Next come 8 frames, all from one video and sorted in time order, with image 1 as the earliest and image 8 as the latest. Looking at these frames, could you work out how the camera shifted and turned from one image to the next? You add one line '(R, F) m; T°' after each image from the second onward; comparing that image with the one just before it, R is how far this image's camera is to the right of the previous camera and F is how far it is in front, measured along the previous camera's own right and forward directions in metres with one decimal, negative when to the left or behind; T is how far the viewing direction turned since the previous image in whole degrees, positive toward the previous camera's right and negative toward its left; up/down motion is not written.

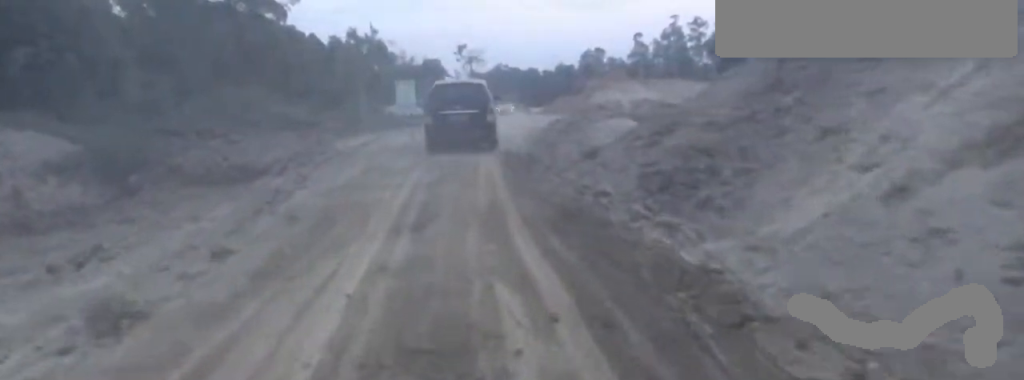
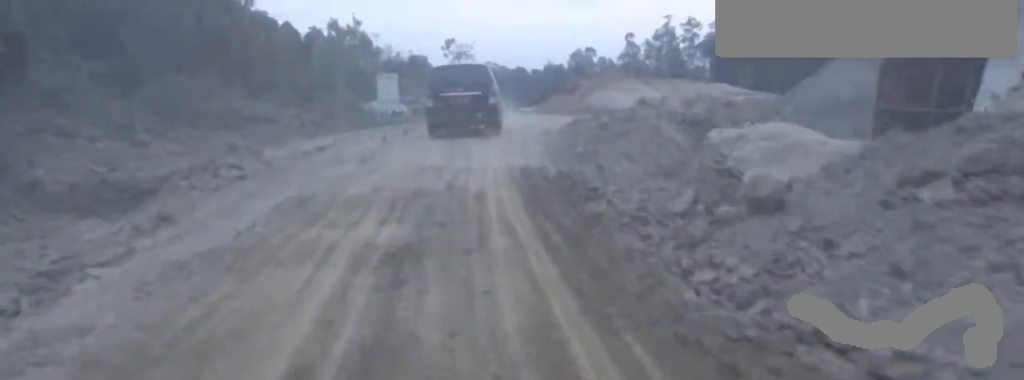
(0.0, +5.6) m; 0°
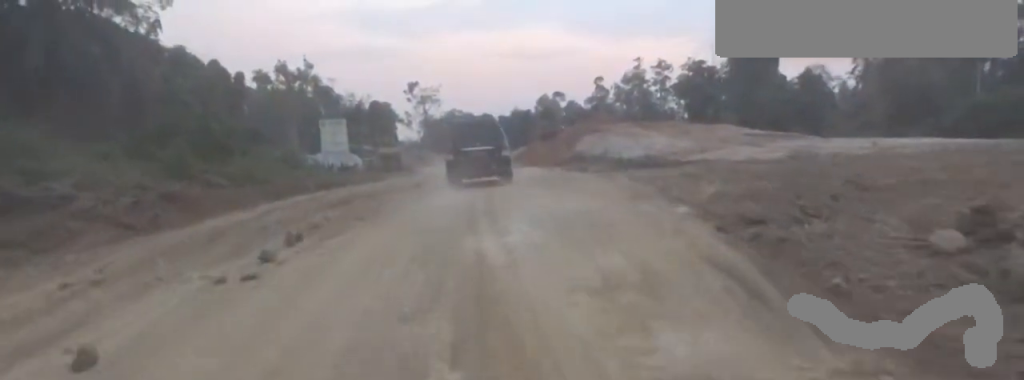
(0.0, +11.6) m; +2°
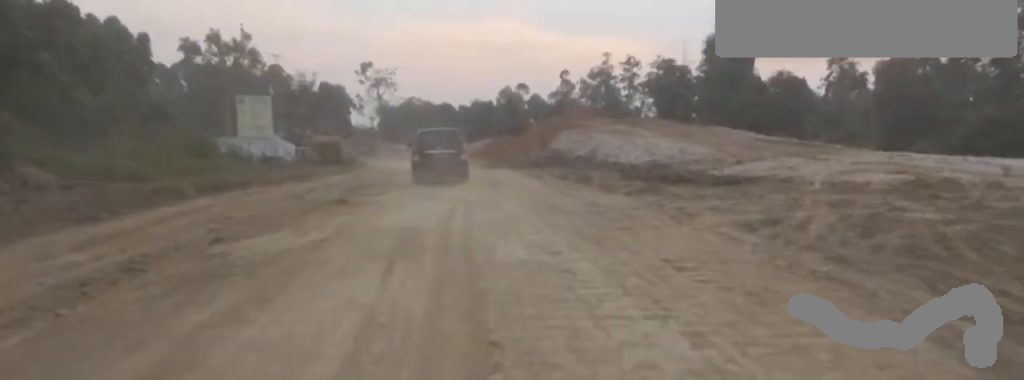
(+1.2, +8.7) m; +10°
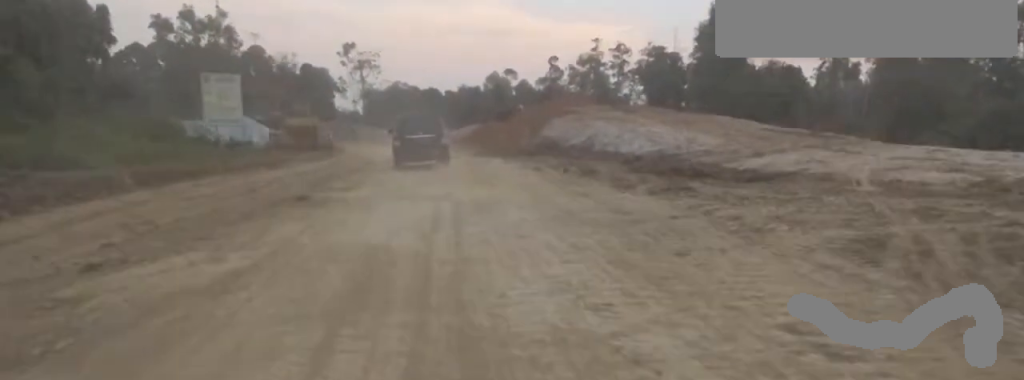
(0.0, +2.6) m; -2°
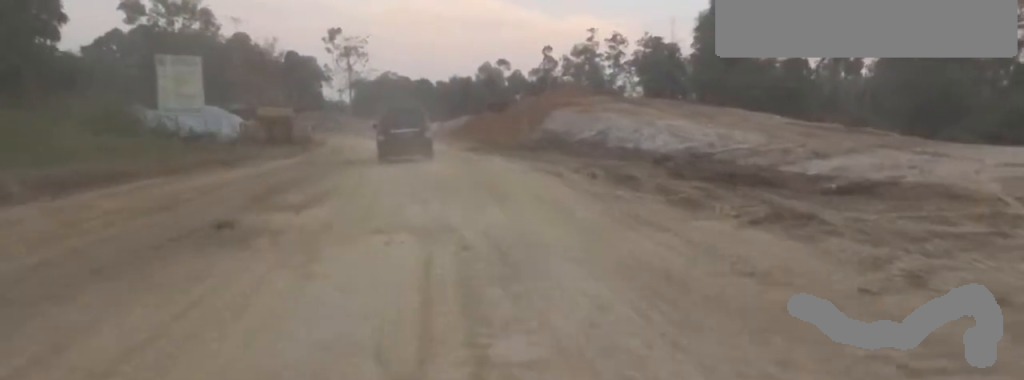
(-0.4, +4.0) m; -6°
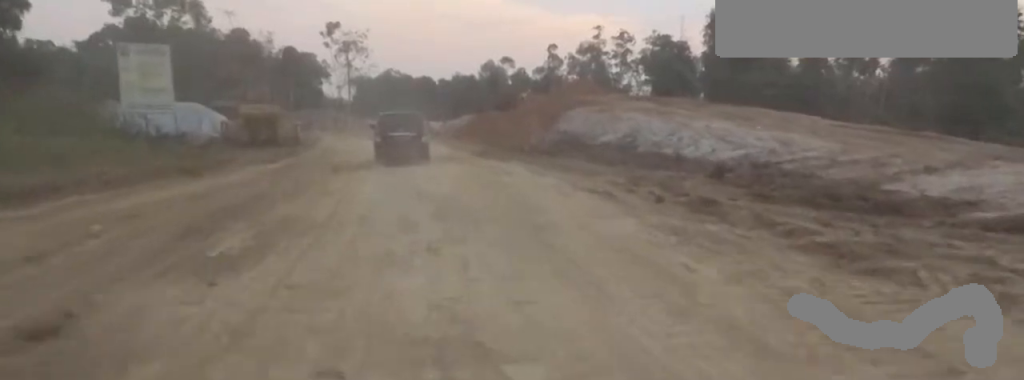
(-0.1, +3.8) m; +6°
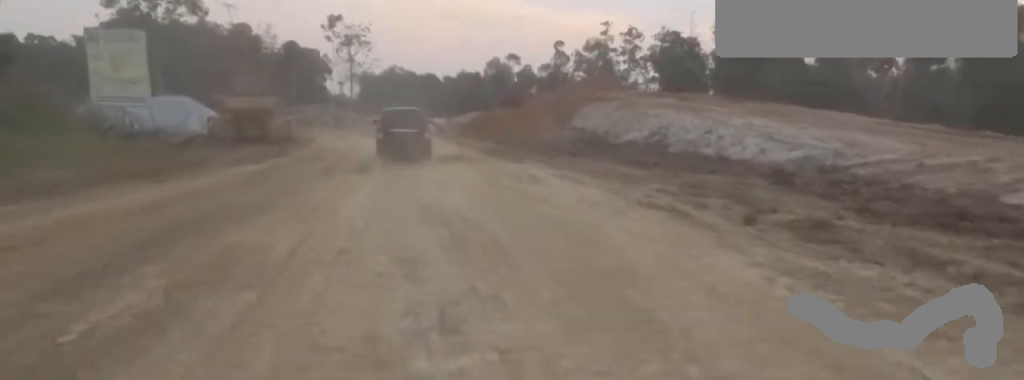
(+0.1, +2.7) m; +2°
